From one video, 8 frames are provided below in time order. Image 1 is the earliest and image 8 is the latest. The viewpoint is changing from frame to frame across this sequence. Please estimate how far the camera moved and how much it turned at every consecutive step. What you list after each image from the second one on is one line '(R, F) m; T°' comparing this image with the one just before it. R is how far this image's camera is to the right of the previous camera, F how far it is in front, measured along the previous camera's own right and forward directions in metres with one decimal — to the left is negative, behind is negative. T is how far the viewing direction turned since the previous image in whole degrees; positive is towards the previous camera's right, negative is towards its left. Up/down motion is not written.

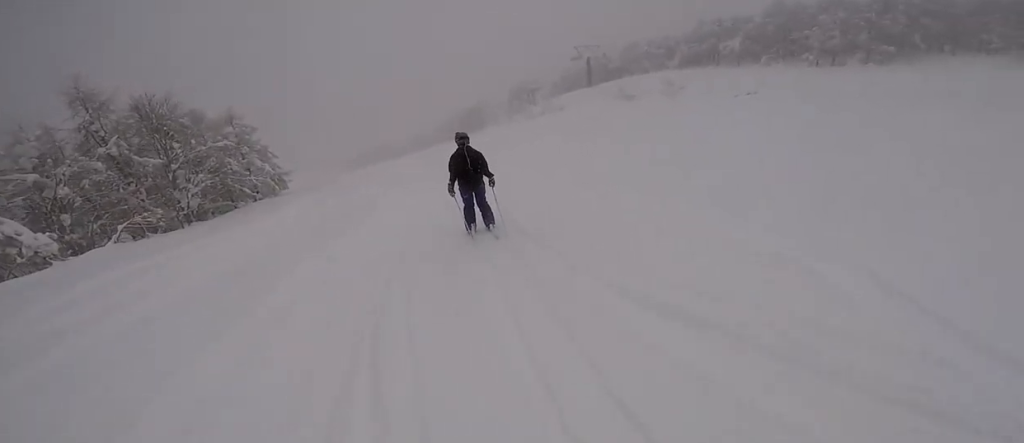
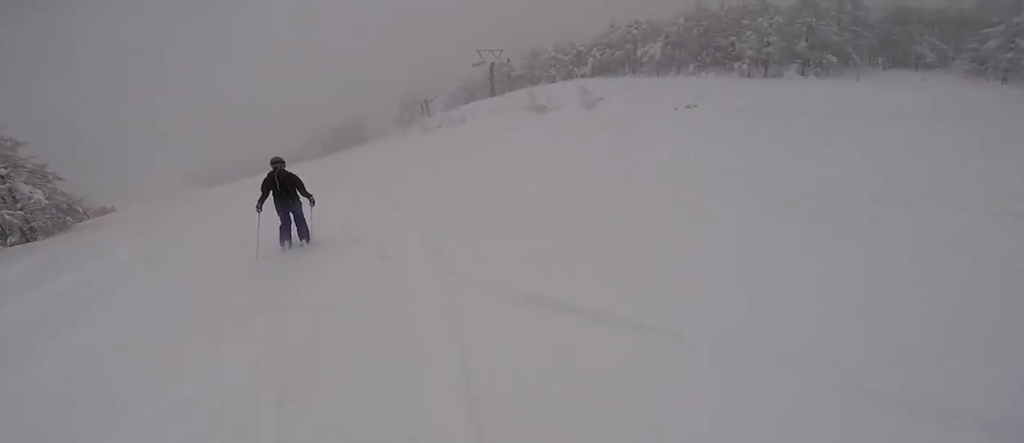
(+3.0, +9.9) m; +12°
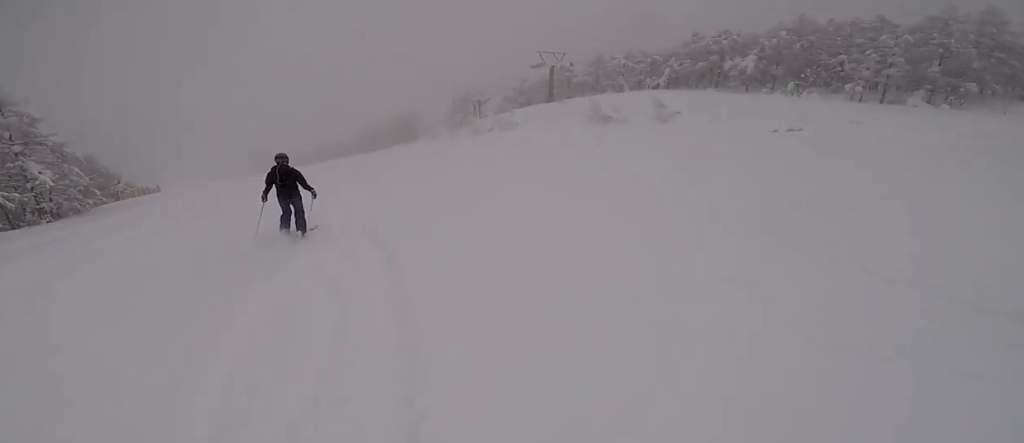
(-0.9, +4.7) m; 0°
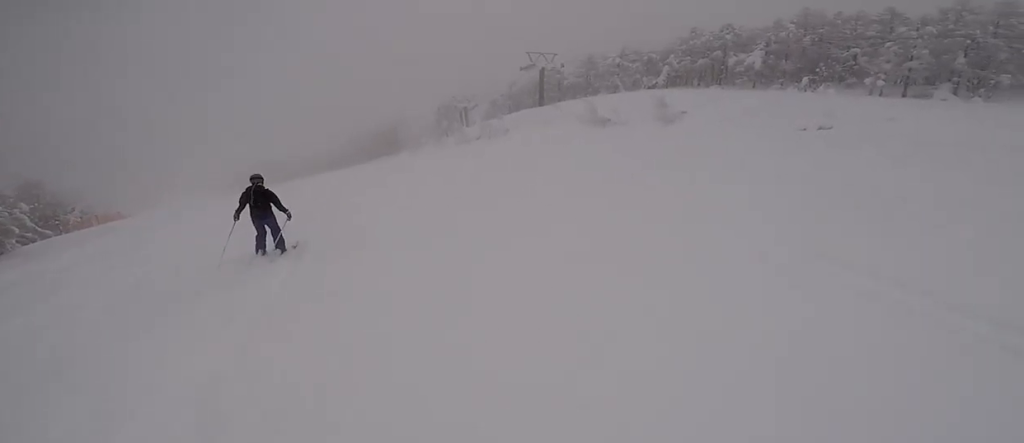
(+0.9, +4.5) m; +1°
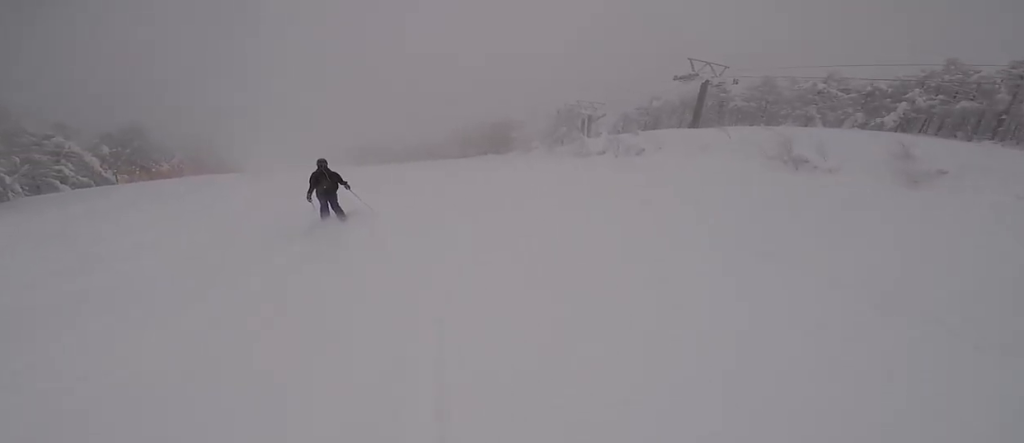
(-1.3, +10.2) m; -28°
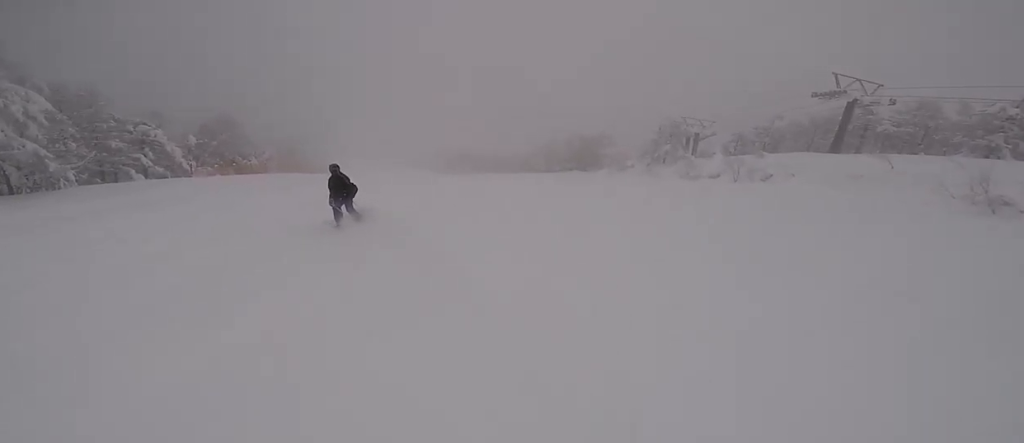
(-1.1, +4.8) m; -14°
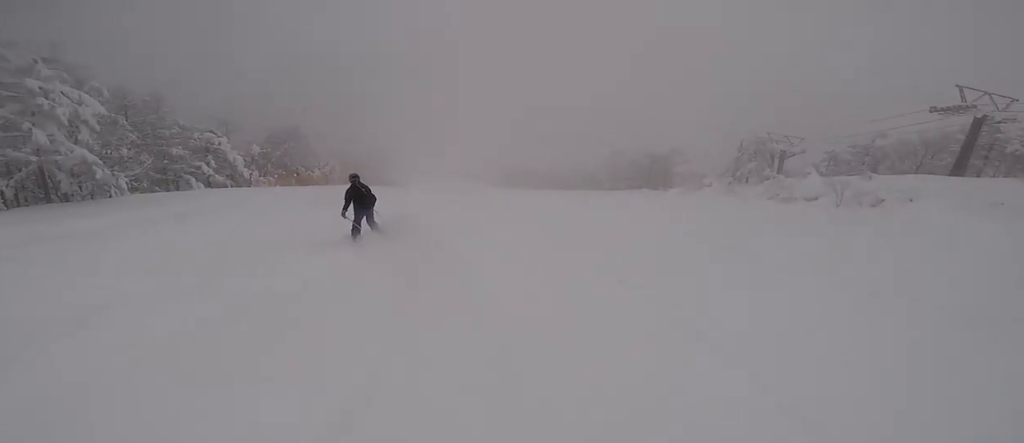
(-0.2, +2.6) m; -6°
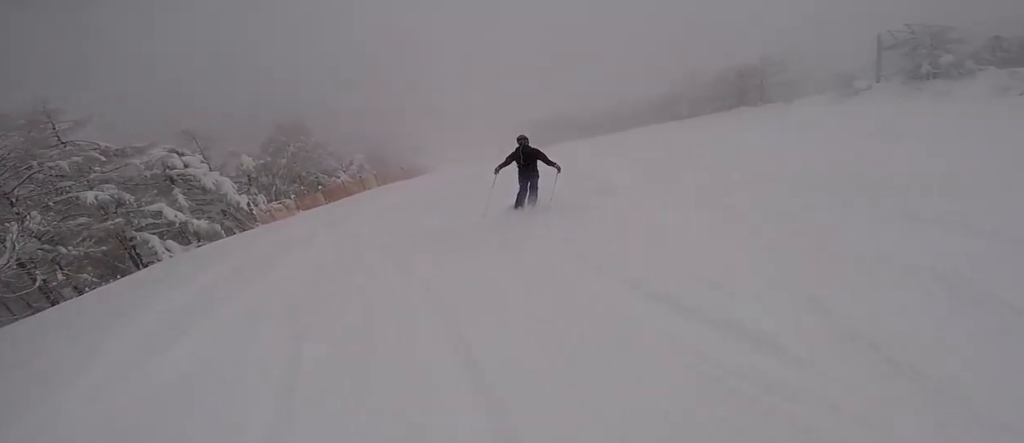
(-1.0, +15.6) m; +13°
